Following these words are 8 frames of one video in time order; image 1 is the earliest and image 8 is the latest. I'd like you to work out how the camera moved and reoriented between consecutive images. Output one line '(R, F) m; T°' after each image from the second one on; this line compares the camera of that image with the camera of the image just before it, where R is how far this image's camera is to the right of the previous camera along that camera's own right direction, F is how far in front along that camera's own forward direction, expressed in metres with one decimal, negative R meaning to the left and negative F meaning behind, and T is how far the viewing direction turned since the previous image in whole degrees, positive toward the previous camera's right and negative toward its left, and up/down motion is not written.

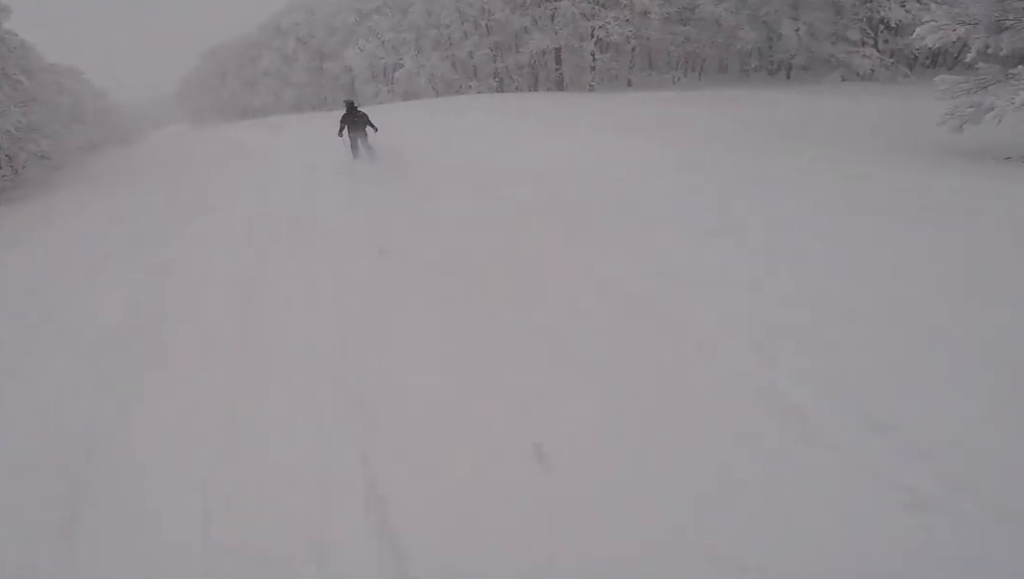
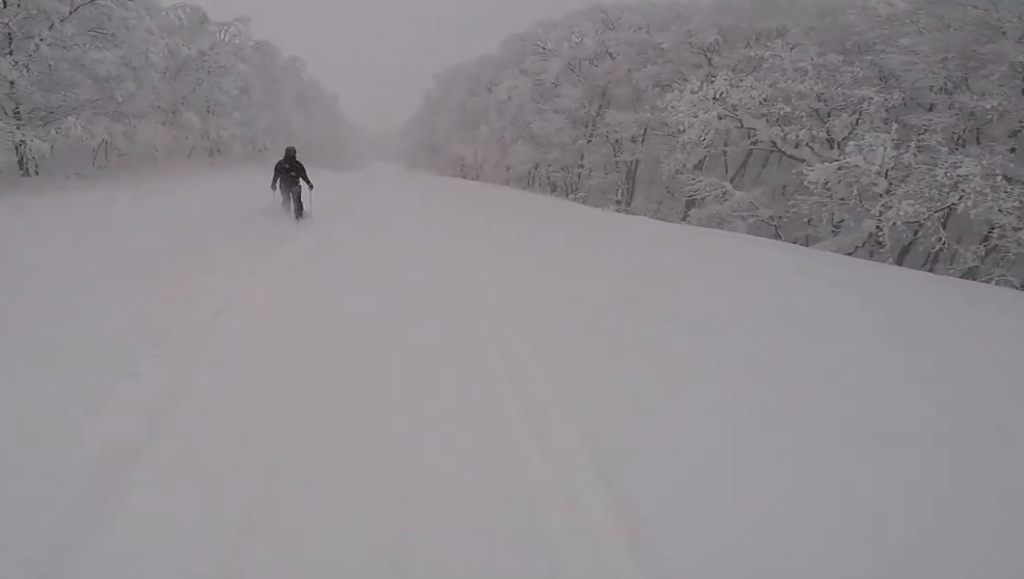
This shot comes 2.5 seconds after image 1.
(-2.3, +21.0) m; -22°
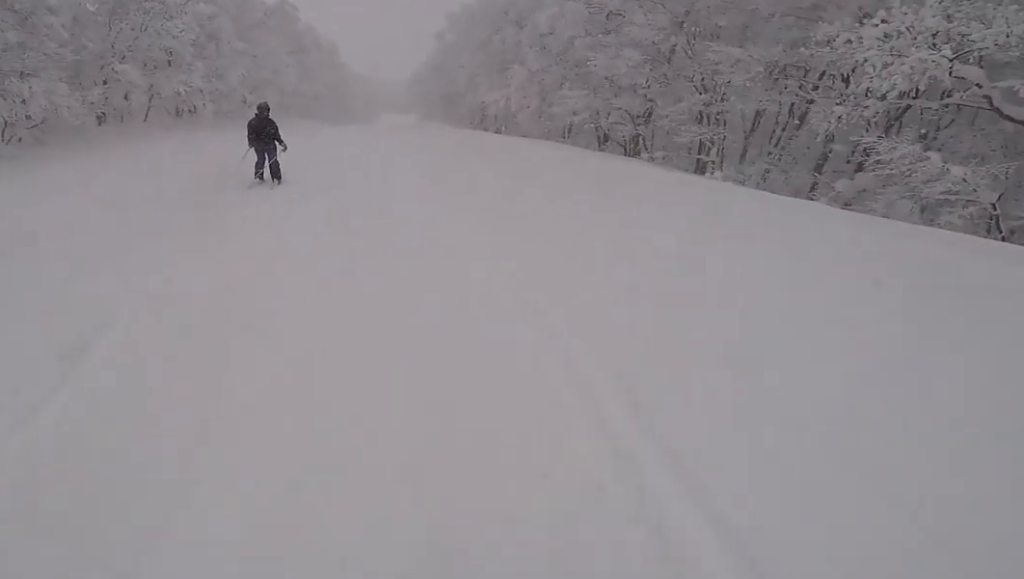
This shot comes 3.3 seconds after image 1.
(-0.6, +6.1) m; -2°
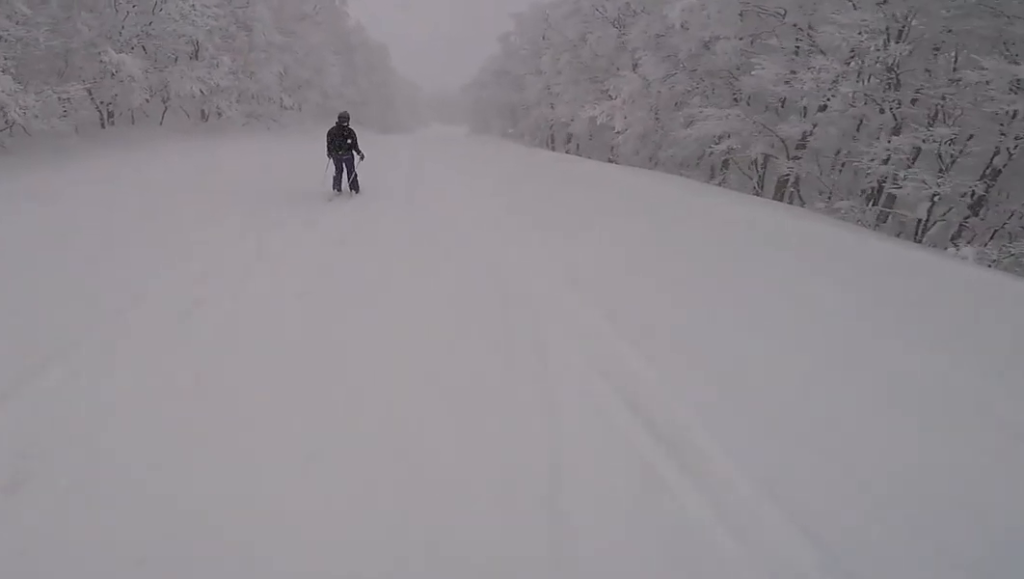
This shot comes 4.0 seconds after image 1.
(0.0, +5.3) m; +3°
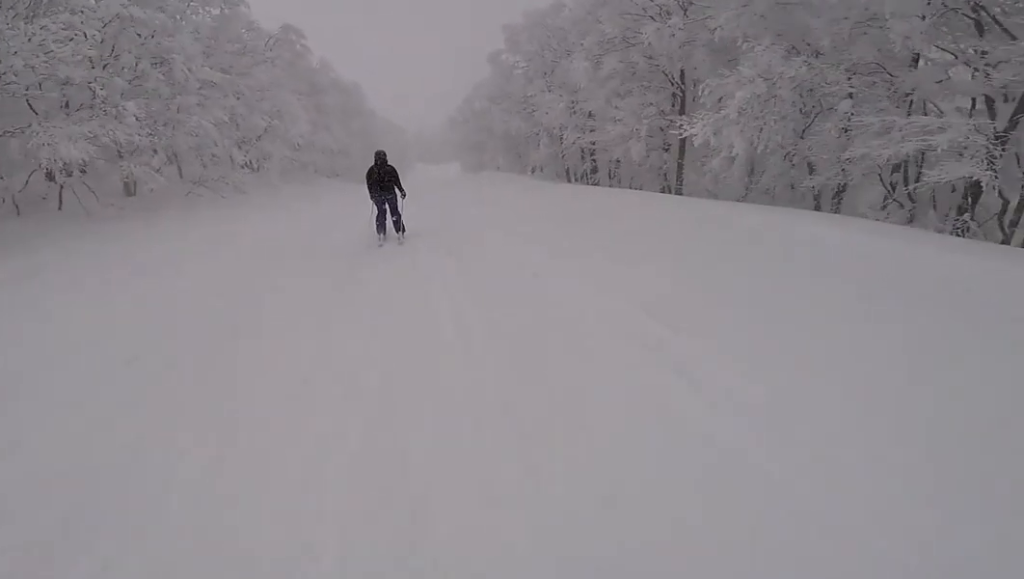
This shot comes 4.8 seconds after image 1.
(+0.7, +6.5) m; +1°
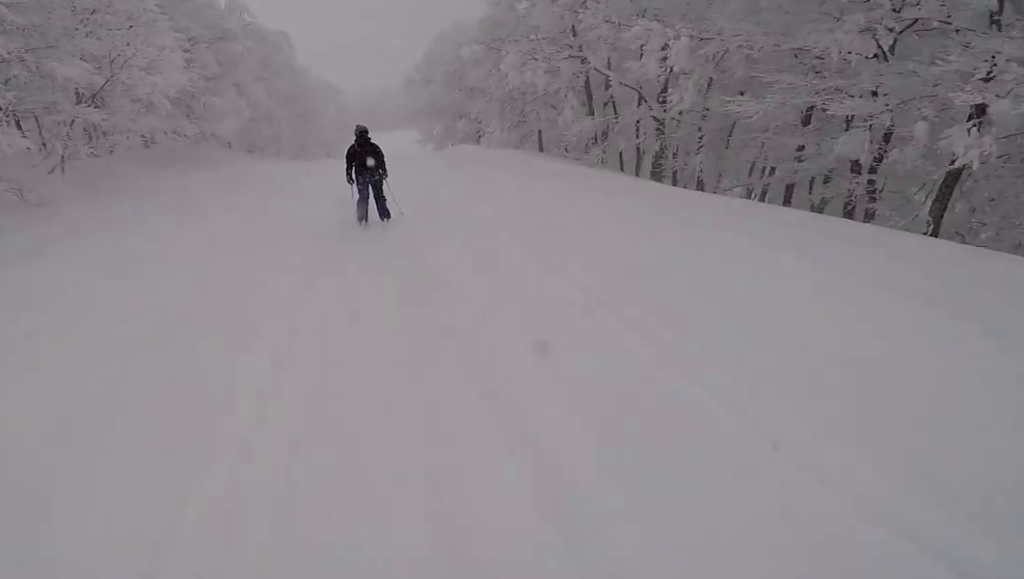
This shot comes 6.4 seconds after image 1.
(-1.4, +11.4) m; -4°
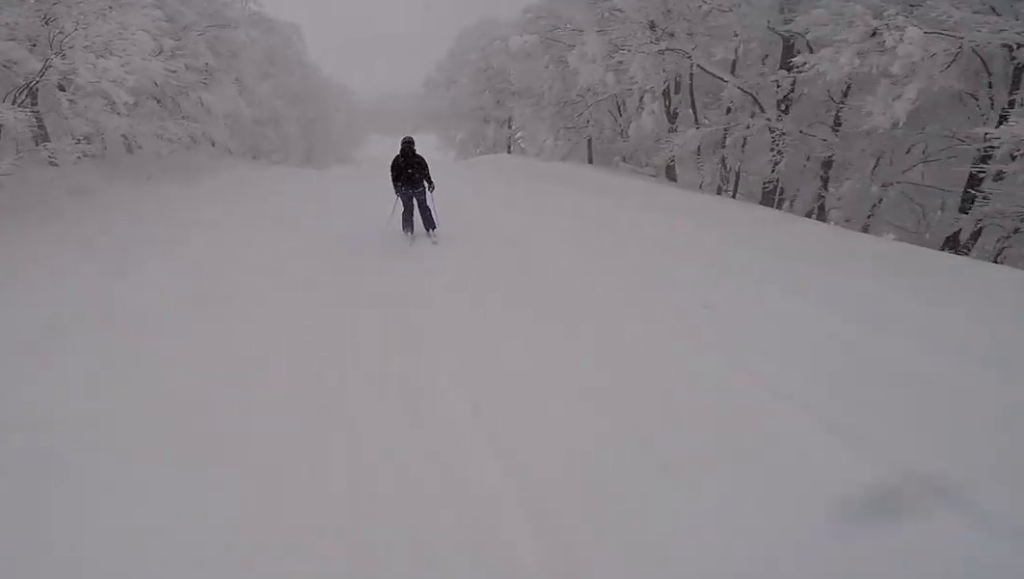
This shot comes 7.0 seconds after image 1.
(0.0, +4.2) m; +2°
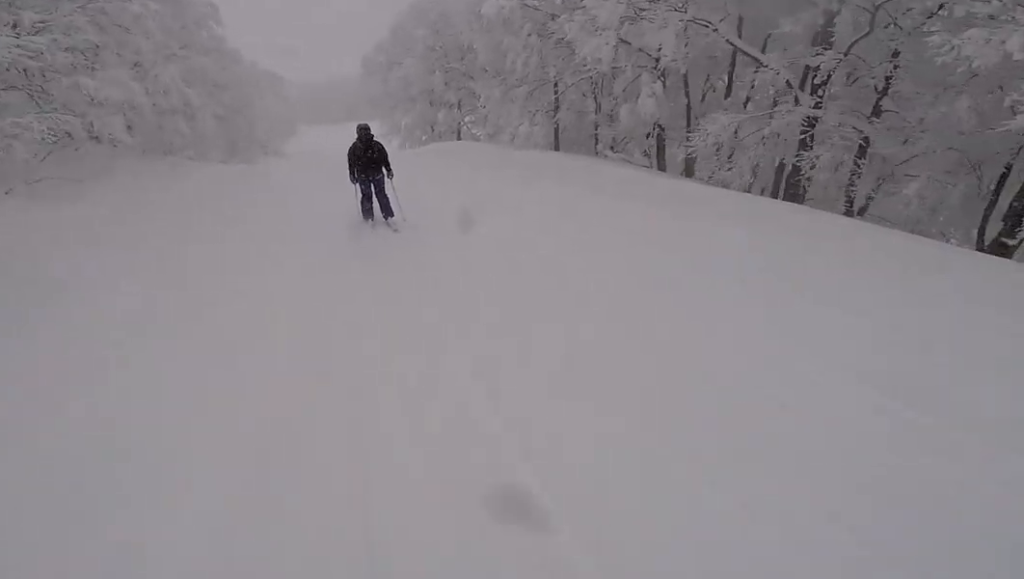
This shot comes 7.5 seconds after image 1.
(+0.5, +3.1) m; +1°
